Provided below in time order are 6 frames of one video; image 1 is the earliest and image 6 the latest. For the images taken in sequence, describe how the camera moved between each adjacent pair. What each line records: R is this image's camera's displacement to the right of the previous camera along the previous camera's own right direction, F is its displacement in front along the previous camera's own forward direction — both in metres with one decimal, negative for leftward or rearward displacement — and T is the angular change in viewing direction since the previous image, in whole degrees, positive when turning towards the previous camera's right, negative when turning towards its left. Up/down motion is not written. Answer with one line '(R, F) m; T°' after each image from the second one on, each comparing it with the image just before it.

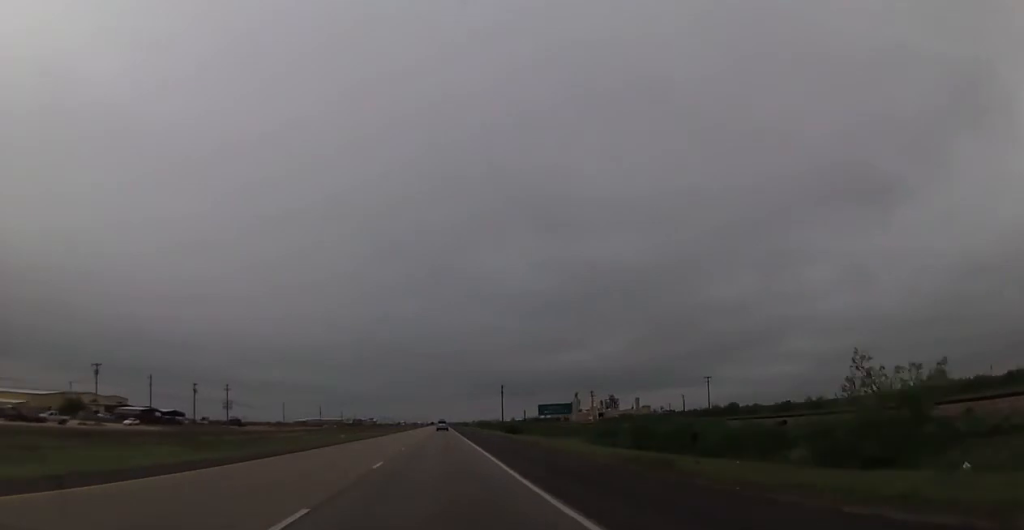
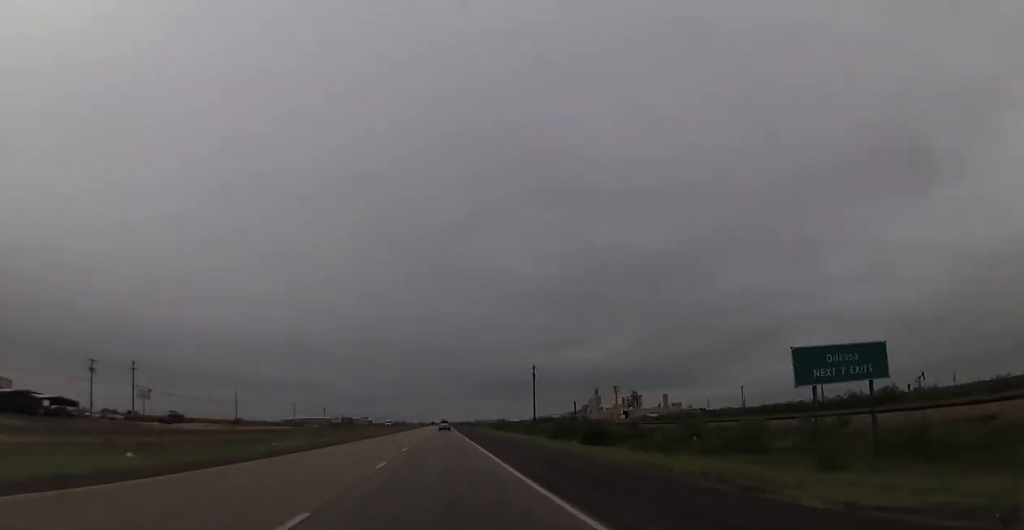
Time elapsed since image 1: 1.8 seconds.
(-0.1, +61.7) m; +1°
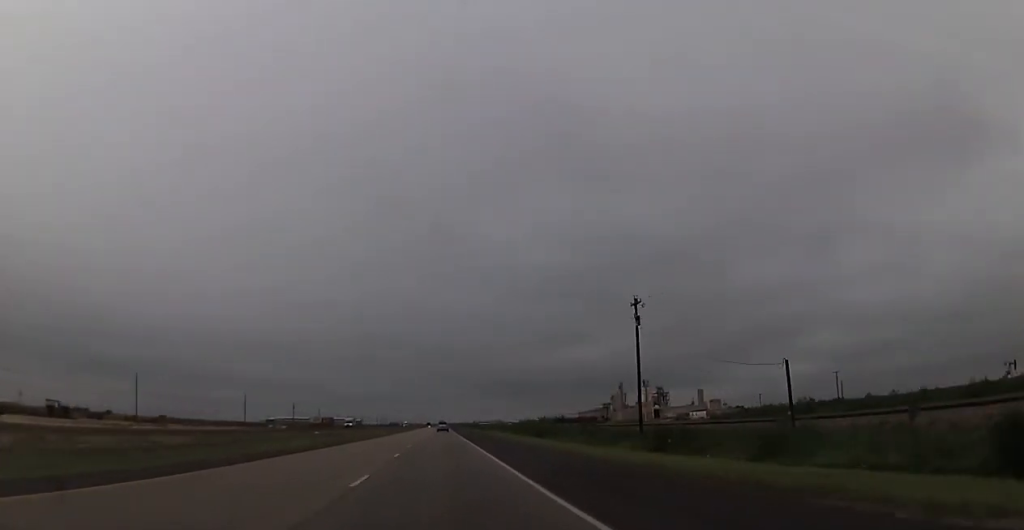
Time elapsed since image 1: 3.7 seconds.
(+0.6, +66.4) m; 0°
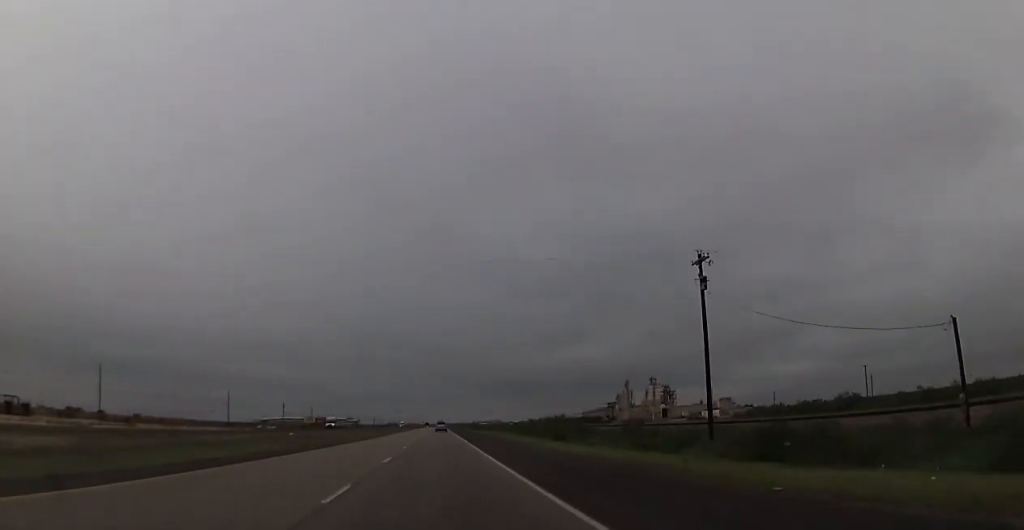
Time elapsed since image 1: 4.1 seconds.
(0.0, +15.1) m; 0°
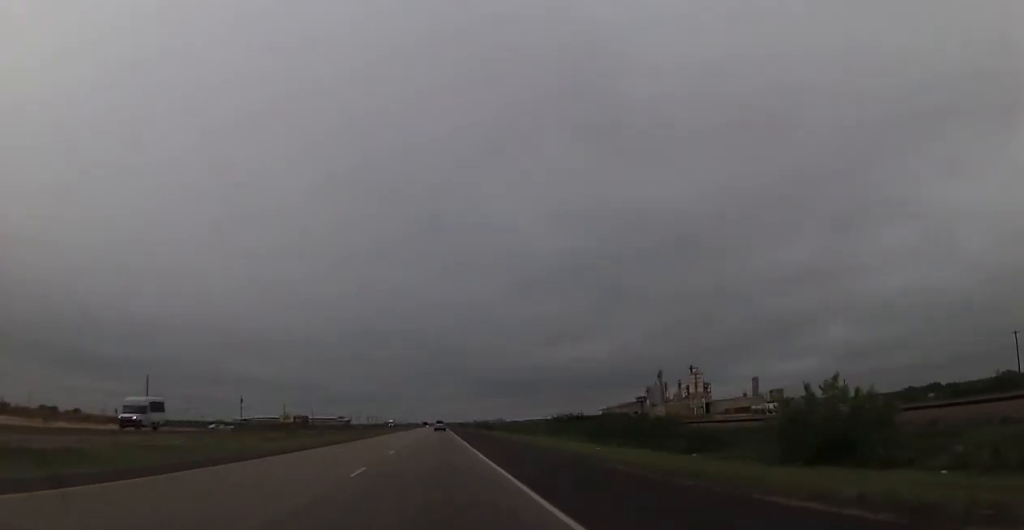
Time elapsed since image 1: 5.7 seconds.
(-0.5, +55.7) m; 0°
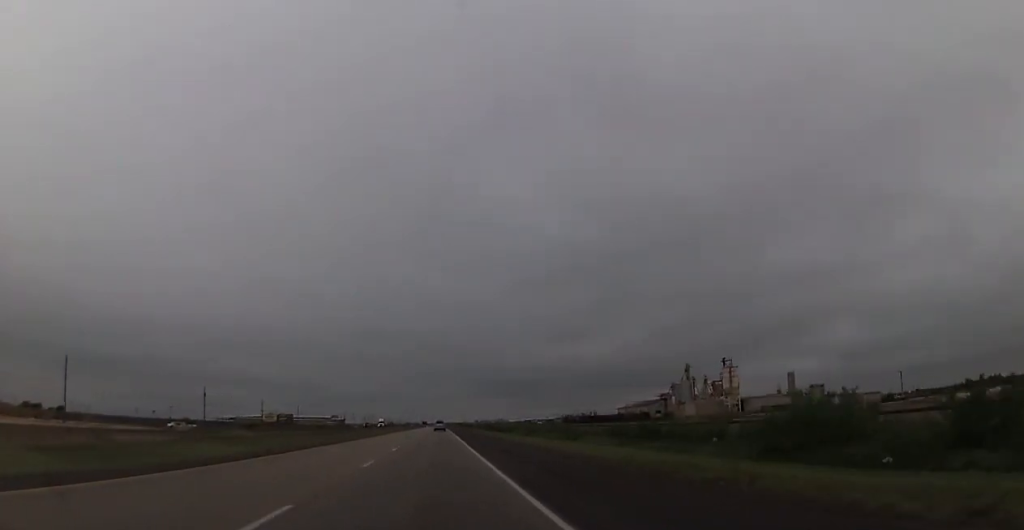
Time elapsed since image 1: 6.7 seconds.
(+0.4, +33.7) m; +1°
